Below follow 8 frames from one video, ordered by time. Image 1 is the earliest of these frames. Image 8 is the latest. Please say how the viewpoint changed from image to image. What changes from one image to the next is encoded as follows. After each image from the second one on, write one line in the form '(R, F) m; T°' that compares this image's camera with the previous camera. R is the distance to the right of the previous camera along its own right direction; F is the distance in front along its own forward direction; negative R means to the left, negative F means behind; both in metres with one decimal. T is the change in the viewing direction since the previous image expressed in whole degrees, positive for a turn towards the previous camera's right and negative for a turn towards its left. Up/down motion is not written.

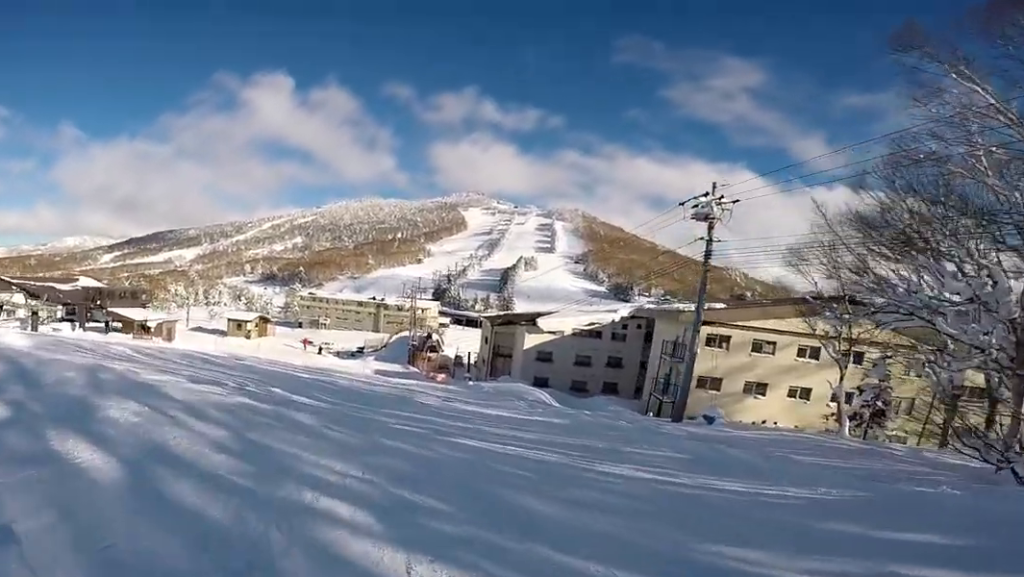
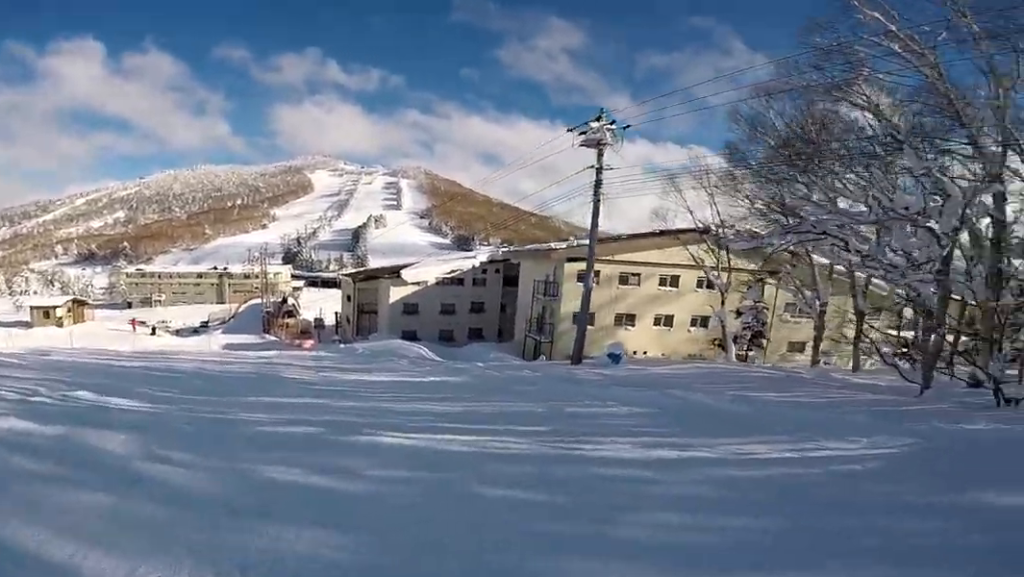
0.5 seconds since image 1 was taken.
(+0.7, +4.1) m; -1°
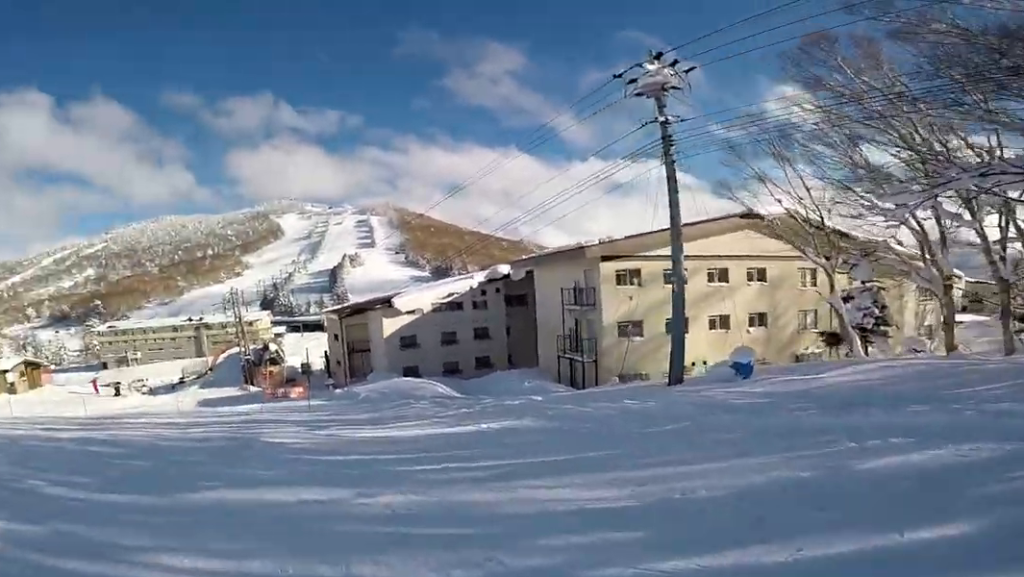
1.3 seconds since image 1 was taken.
(-0.9, +6.2) m; -7°
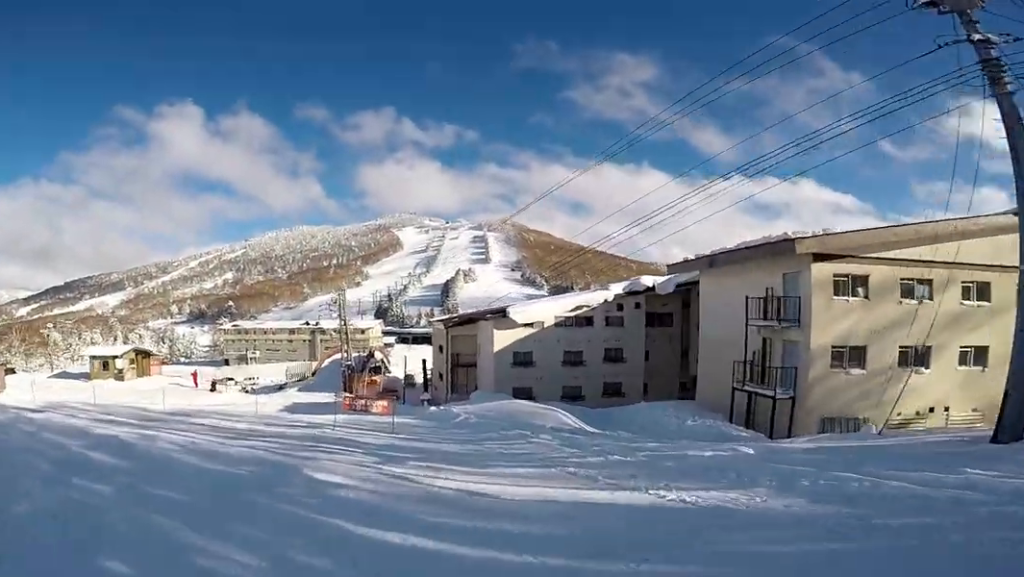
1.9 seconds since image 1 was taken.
(-0.3, +5.1) m; -4°
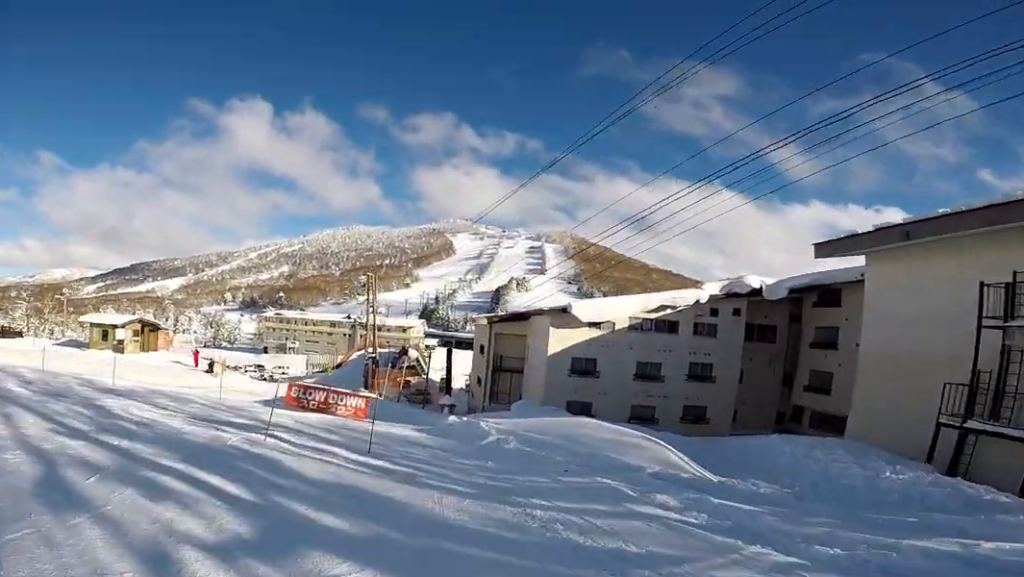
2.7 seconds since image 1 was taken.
(0.0, +6.8) m; -2°
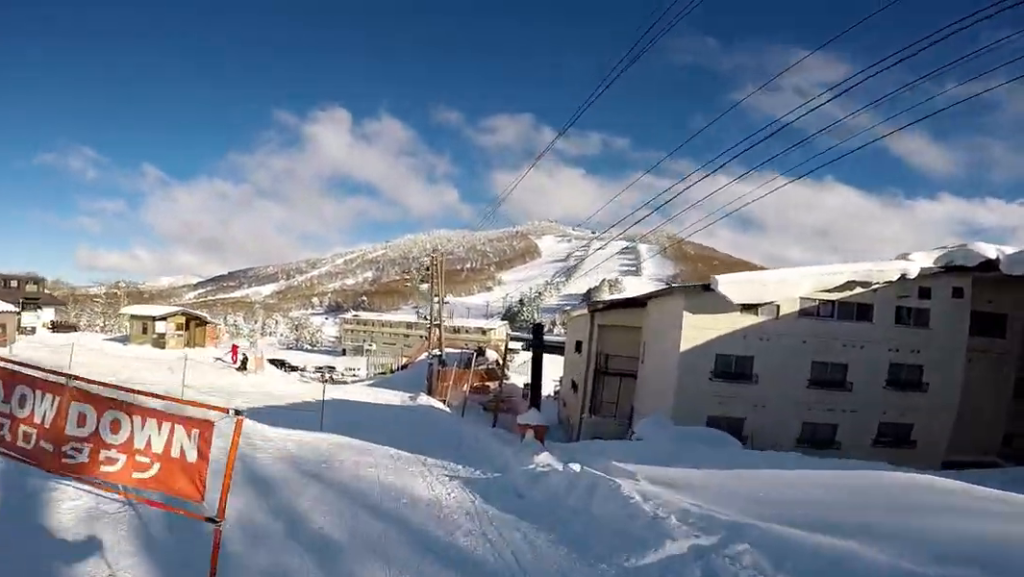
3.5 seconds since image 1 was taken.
(-0.1, +7.0) m; -7°
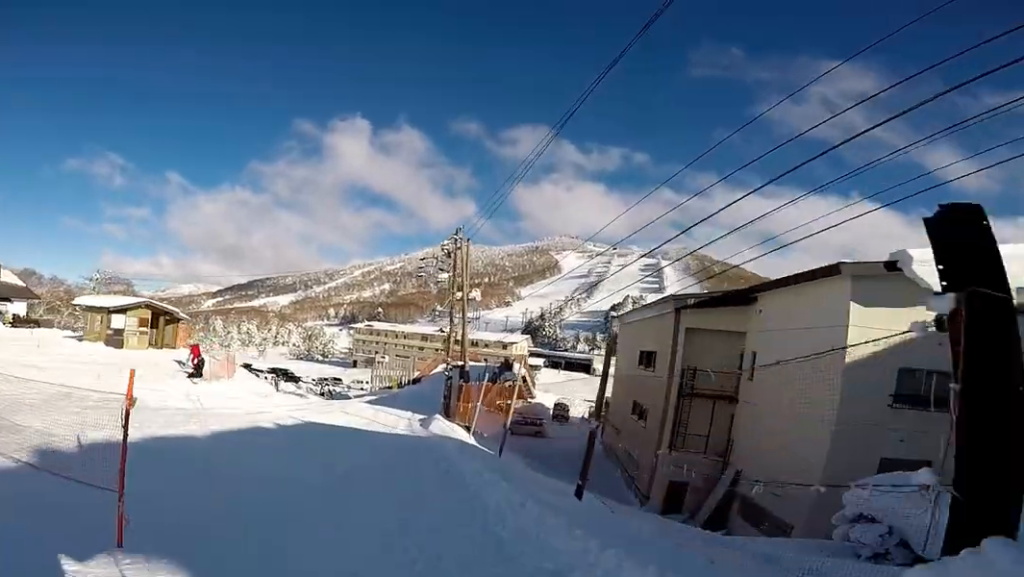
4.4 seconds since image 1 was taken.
(-0.8, +7.6) m; -8°
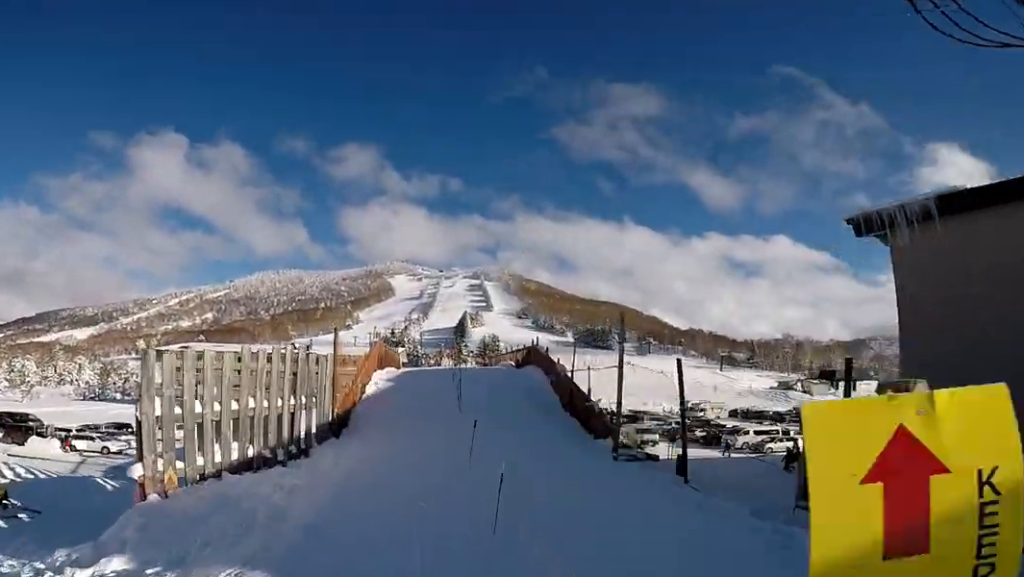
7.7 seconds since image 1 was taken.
(+6.1, +22.4) m; +32°
